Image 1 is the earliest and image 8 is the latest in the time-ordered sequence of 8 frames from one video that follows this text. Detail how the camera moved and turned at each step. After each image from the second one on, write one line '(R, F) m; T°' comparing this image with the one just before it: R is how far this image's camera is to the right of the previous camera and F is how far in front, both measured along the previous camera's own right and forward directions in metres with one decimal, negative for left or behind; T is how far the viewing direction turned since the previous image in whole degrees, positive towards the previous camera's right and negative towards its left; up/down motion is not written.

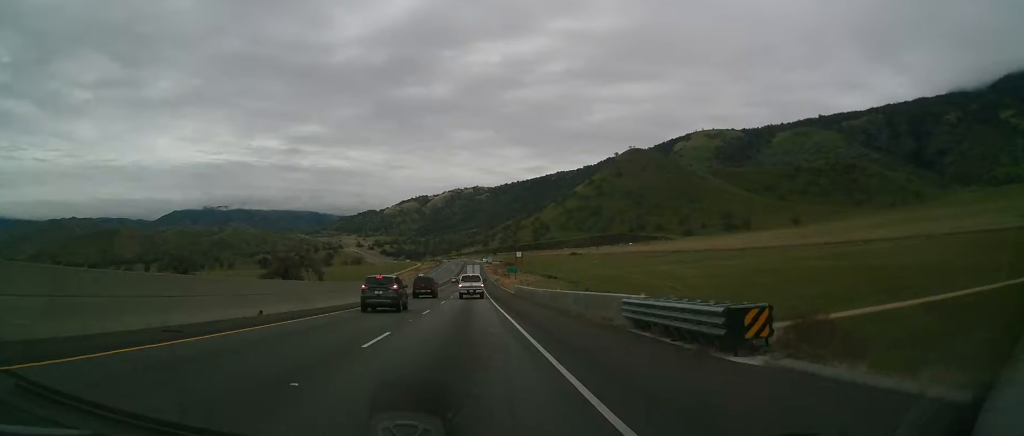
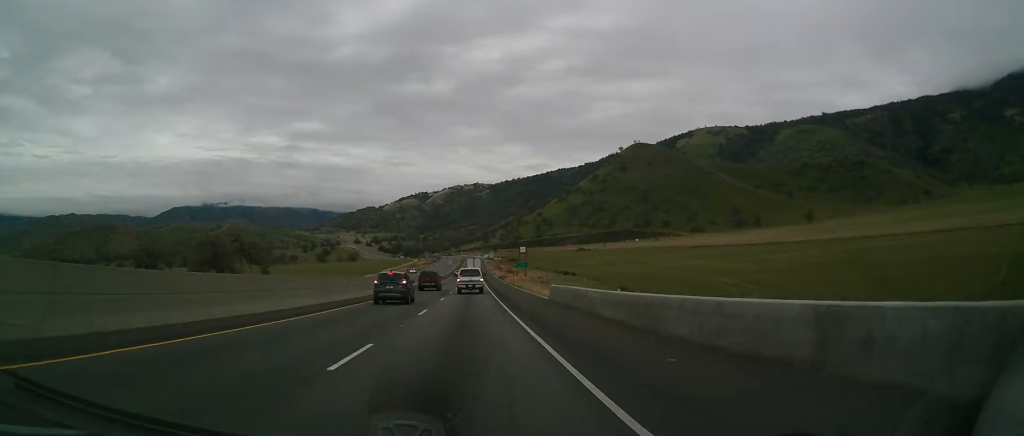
(+0.1, +32.4) m; 0°
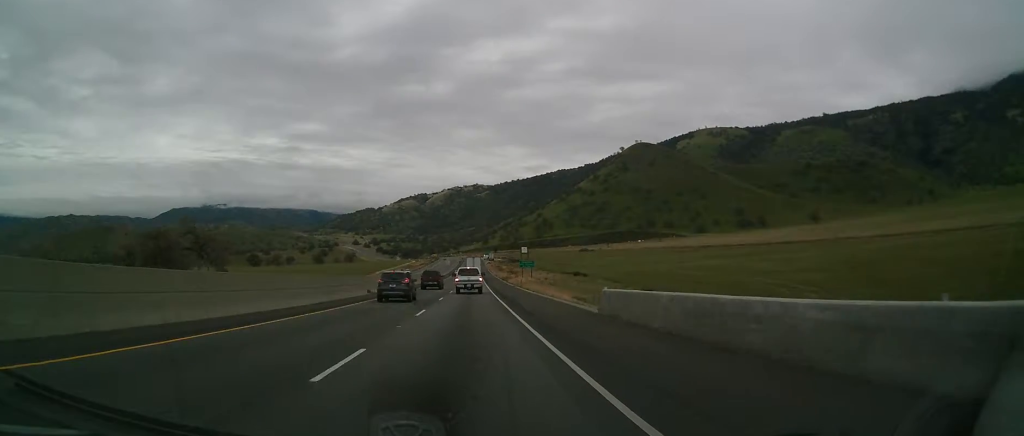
(0.0, +15.7) m; 0°
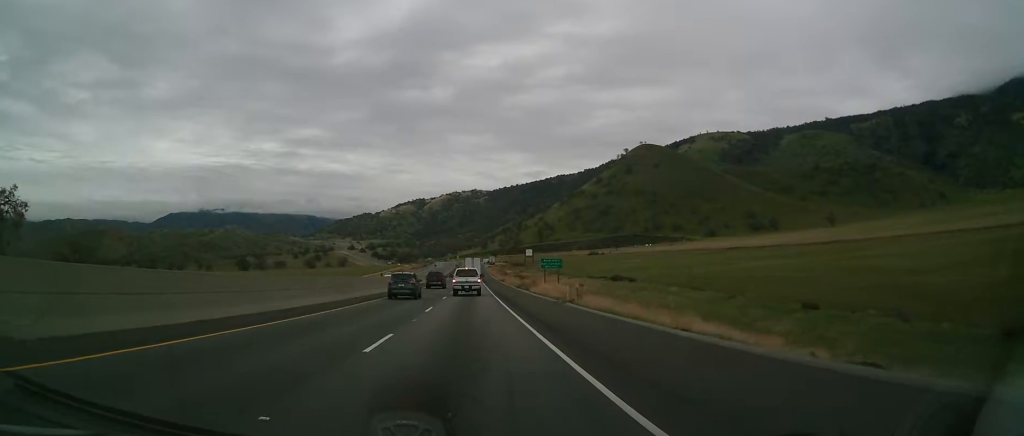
(0.0, +40.9) m; -1°
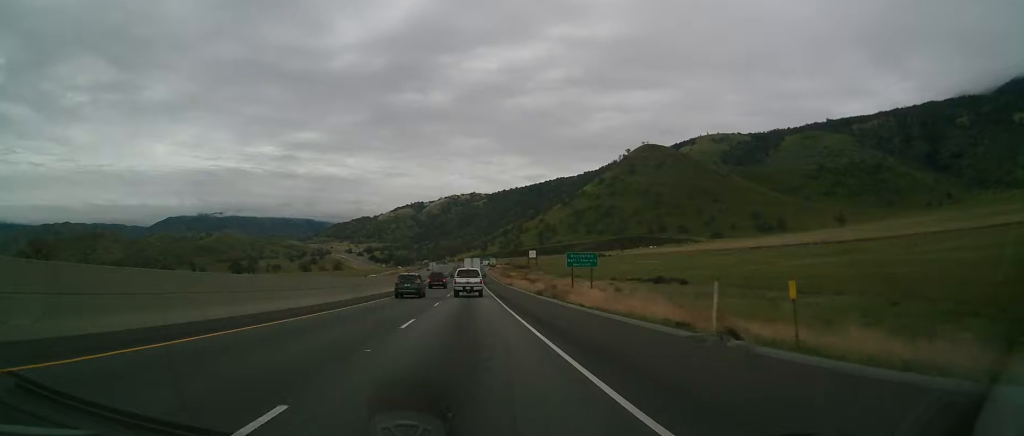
(-0.3, +23.7) m; 0°
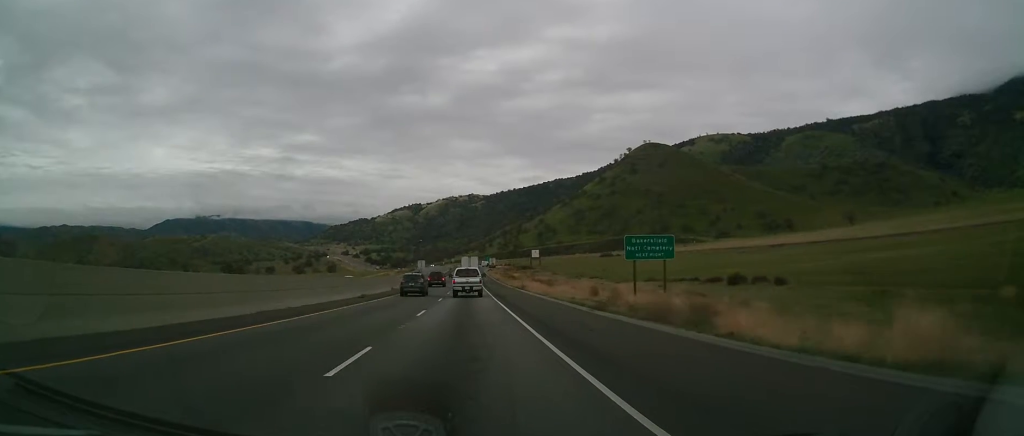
(+0.2, +23.3) m; 0°
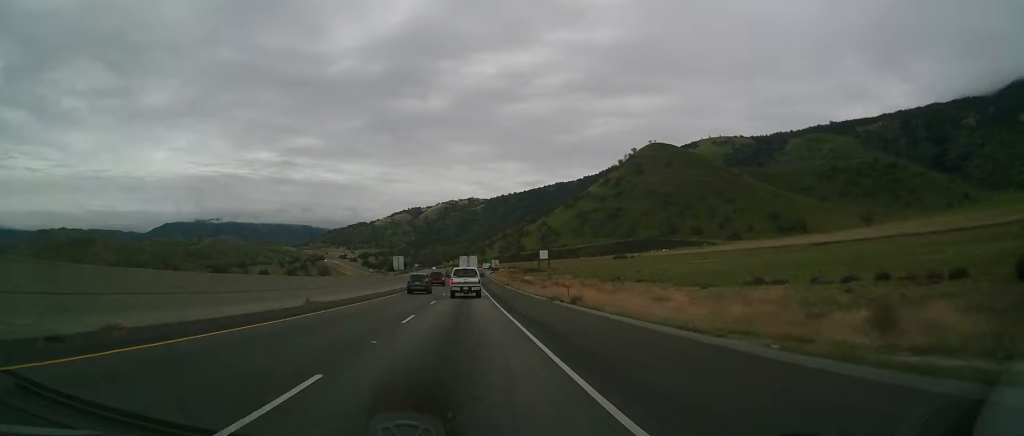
(+0.1, +32.9) m; 0°
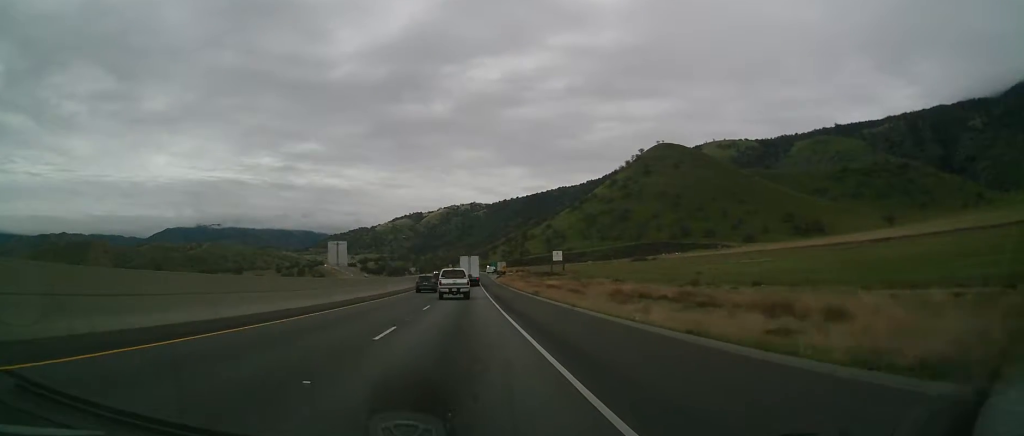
(+0.1, +34.8) m; +1°
